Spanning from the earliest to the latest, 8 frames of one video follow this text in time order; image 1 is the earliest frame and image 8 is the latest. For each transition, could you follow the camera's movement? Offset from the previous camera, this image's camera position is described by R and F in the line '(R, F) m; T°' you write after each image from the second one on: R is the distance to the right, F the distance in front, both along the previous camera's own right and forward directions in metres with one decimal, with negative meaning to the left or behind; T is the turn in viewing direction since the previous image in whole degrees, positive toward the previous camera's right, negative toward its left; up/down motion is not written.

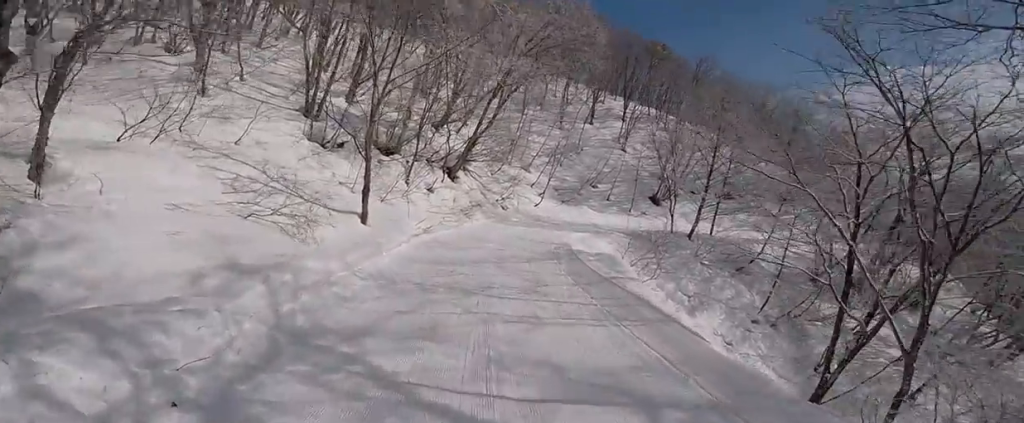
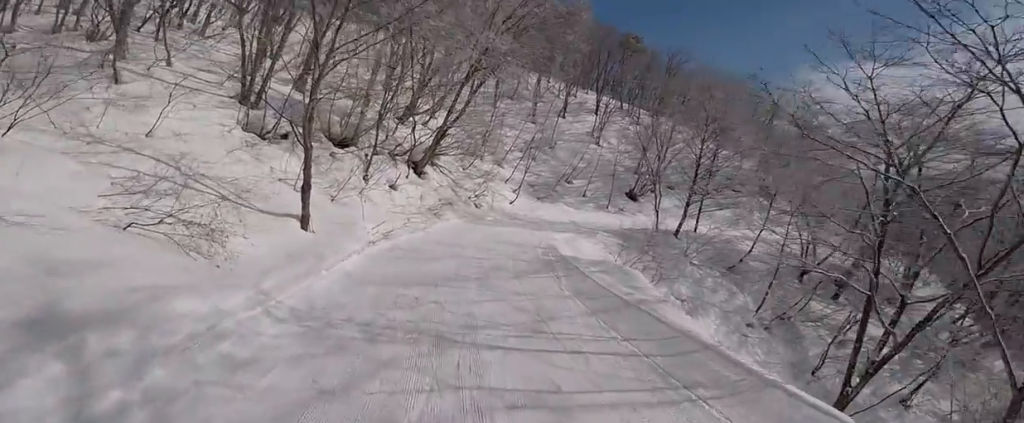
(-0.9, +2.8) m; -11°
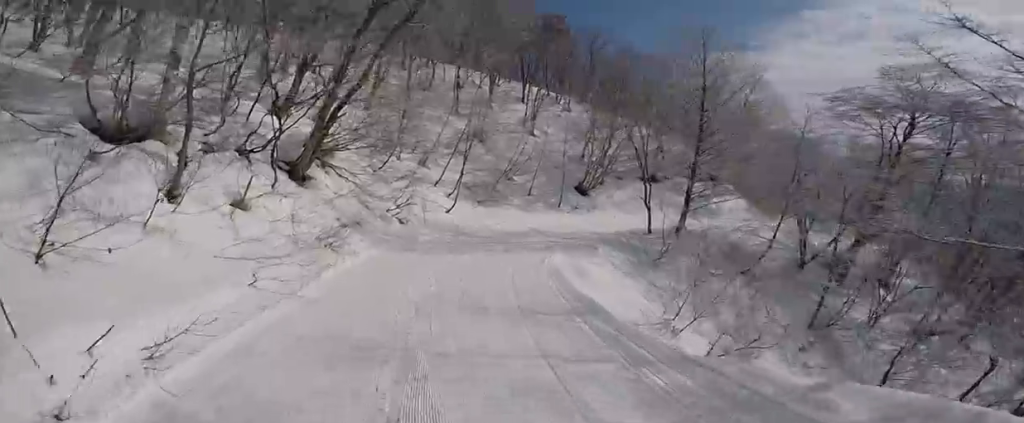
(-0.6, +8.6) m; +6°
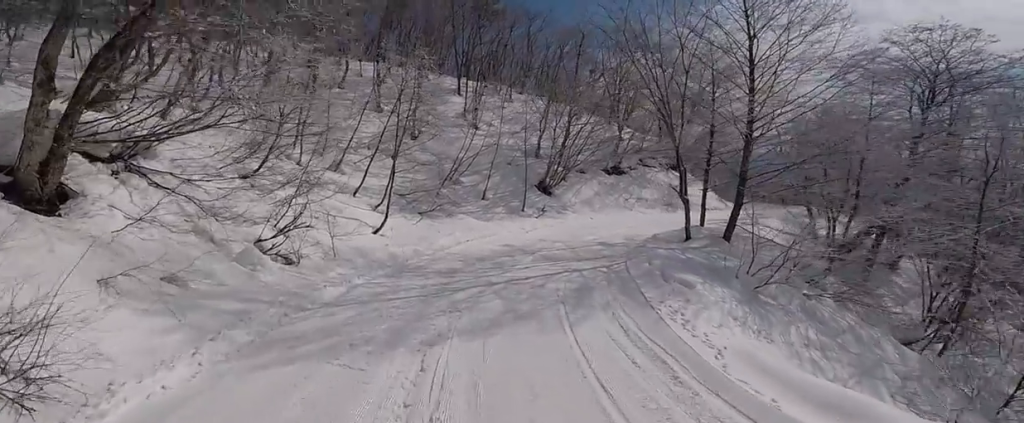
(+1.3, +7.5) m; +16°
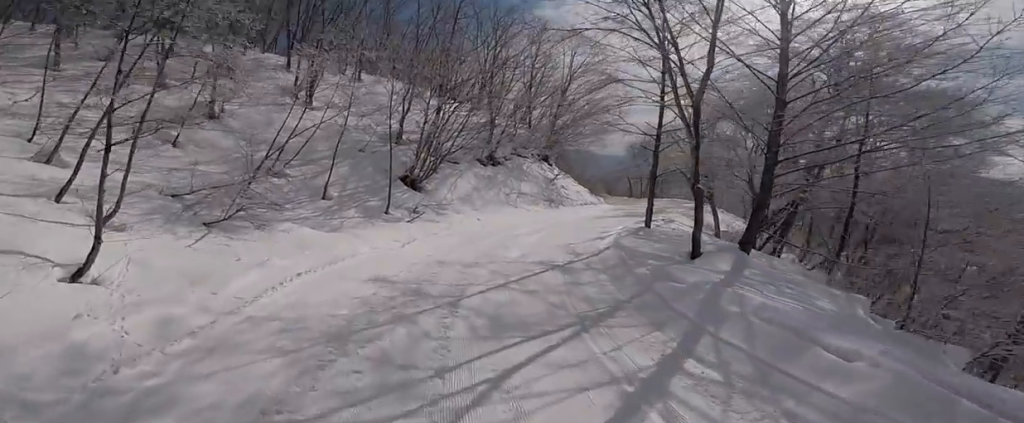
(+0.9, +7.2) m; +16°
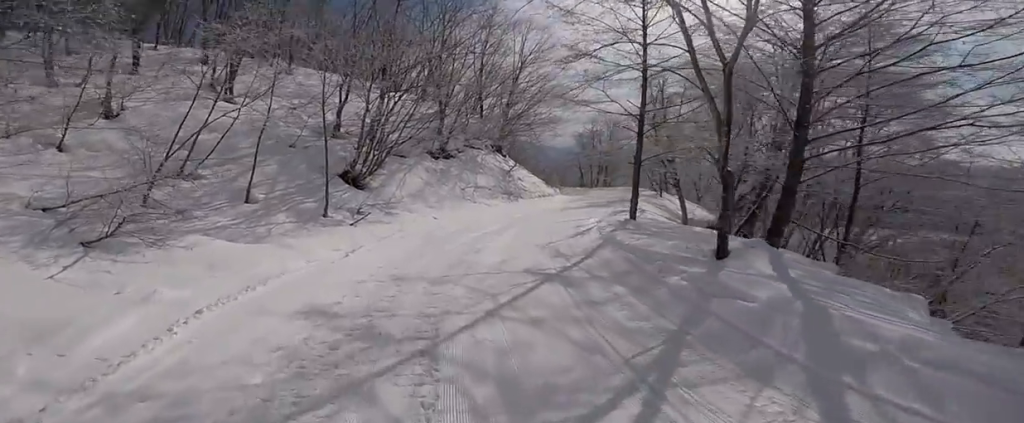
(+0.3, +2.4) m; +4°
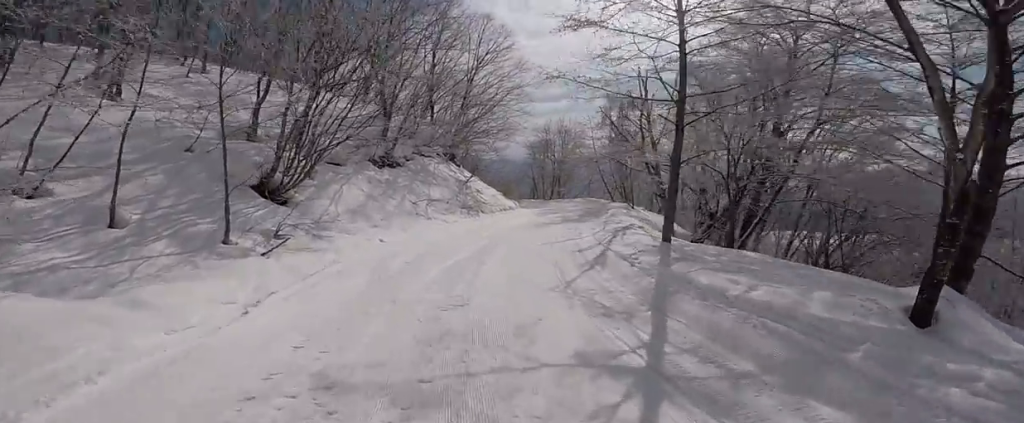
(+0.2, +4.0) m; +9°
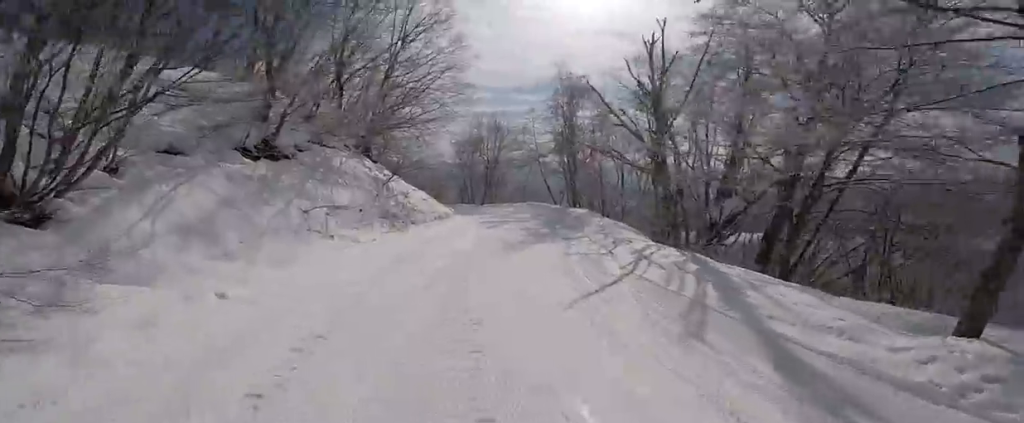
(+1.3, +6.8) m; +27°
